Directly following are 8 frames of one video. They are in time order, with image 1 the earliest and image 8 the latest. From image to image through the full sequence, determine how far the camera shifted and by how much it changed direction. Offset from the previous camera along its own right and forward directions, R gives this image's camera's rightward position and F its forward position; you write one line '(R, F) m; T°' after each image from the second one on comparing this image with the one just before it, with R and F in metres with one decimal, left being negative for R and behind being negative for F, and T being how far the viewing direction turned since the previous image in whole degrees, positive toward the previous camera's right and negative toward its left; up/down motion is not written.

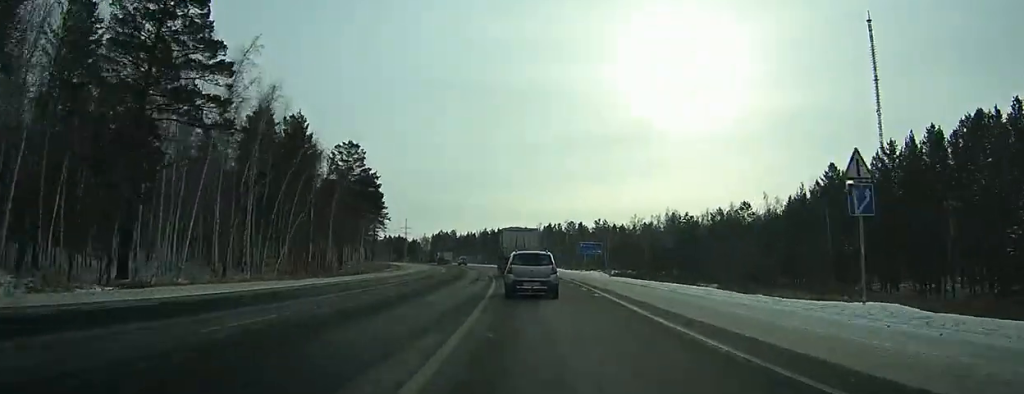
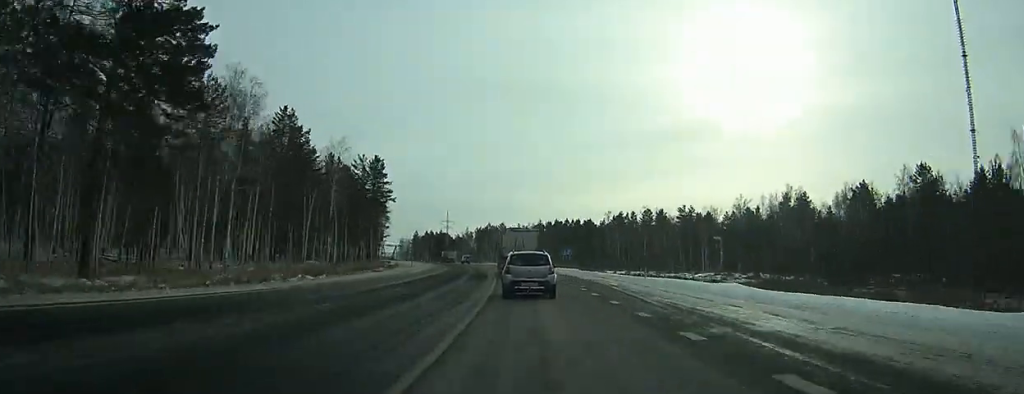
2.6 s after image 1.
(-2.6, +54.4) m; -5°
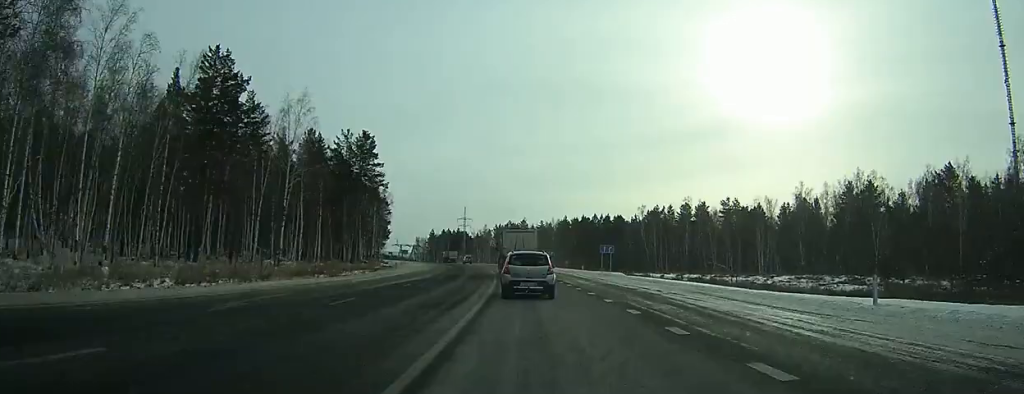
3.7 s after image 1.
(-0.1, +23.6) m; -3°
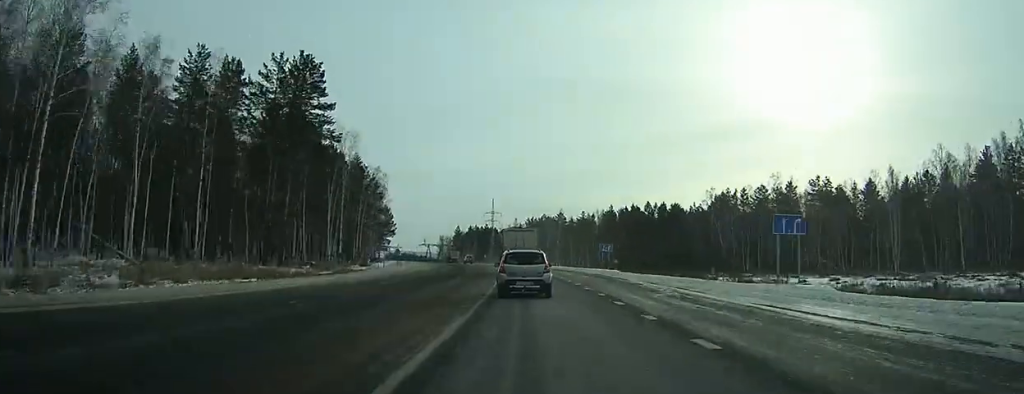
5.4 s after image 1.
(-1.4, +38.7) m; -6°
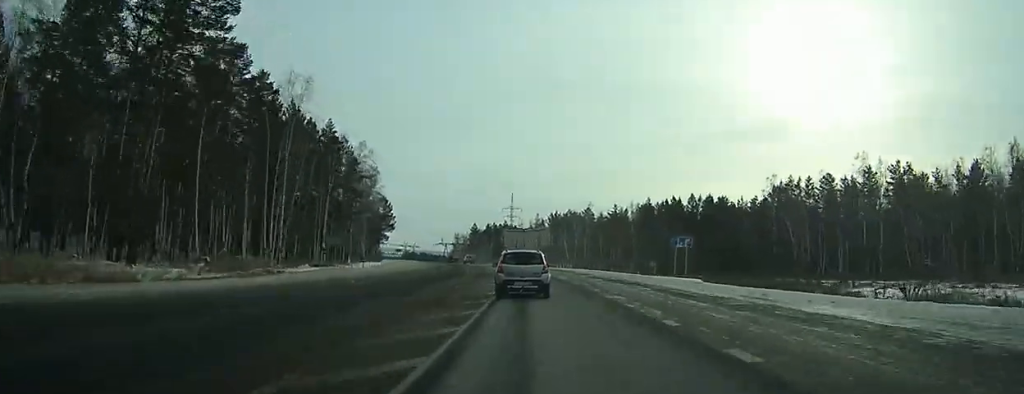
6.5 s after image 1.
(-1.7, +25.1) m; -2°
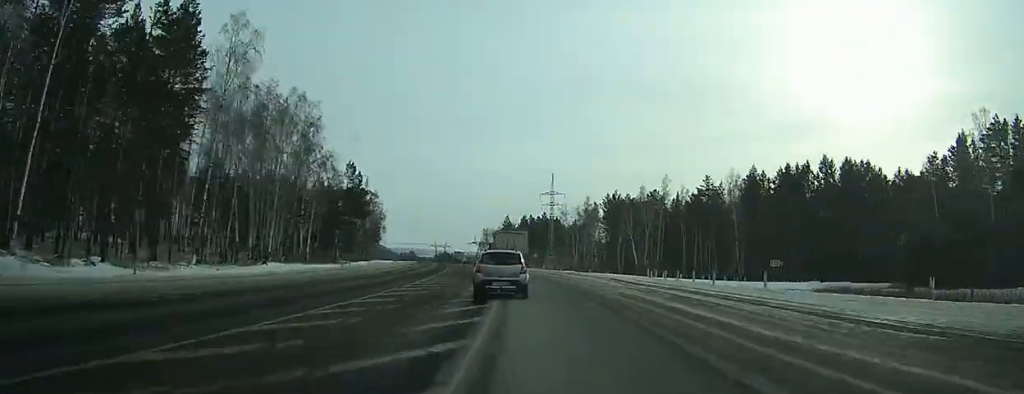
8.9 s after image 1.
(-1.8, +51.4) m; -2°
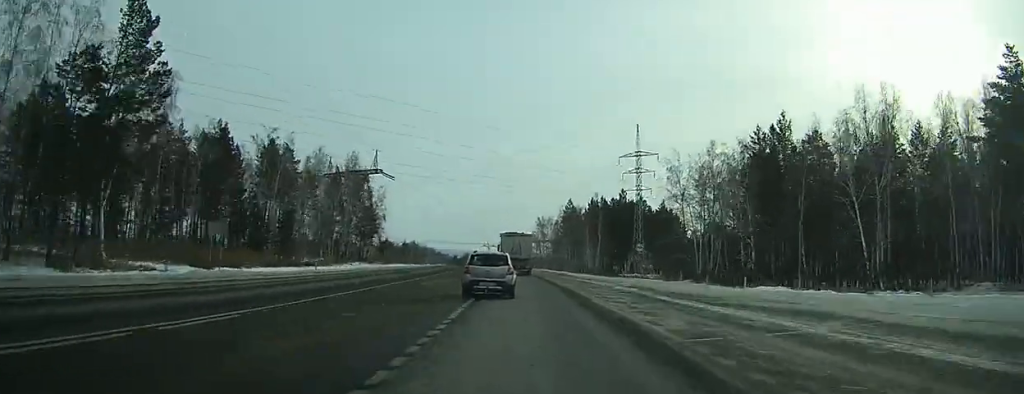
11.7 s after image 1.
(0.0, +61.0) m; -1°
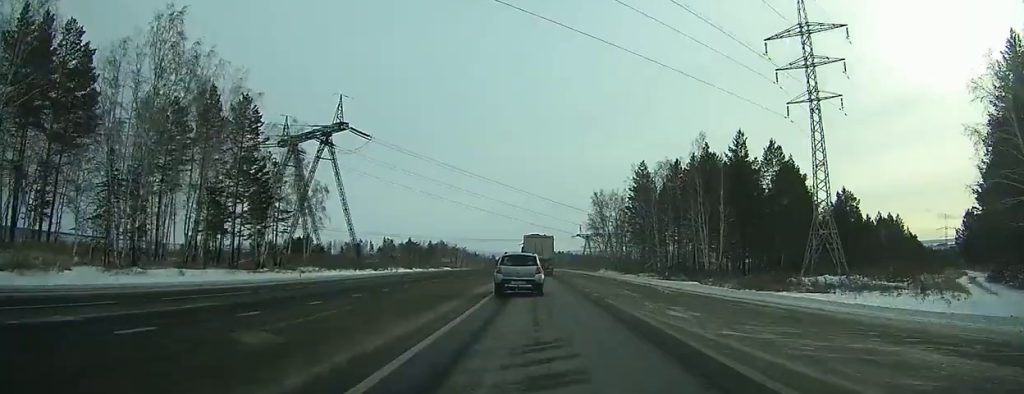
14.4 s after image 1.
(-2.5, +58.3) m; -6°
